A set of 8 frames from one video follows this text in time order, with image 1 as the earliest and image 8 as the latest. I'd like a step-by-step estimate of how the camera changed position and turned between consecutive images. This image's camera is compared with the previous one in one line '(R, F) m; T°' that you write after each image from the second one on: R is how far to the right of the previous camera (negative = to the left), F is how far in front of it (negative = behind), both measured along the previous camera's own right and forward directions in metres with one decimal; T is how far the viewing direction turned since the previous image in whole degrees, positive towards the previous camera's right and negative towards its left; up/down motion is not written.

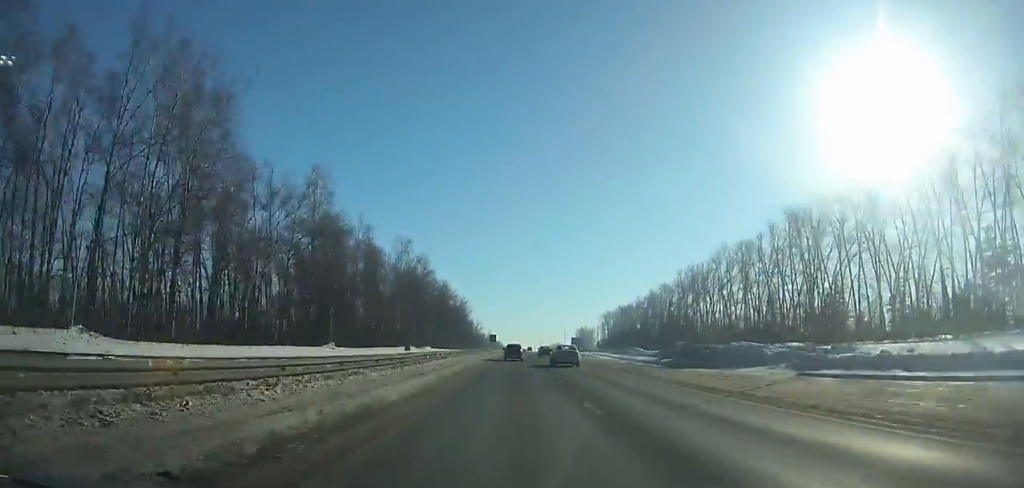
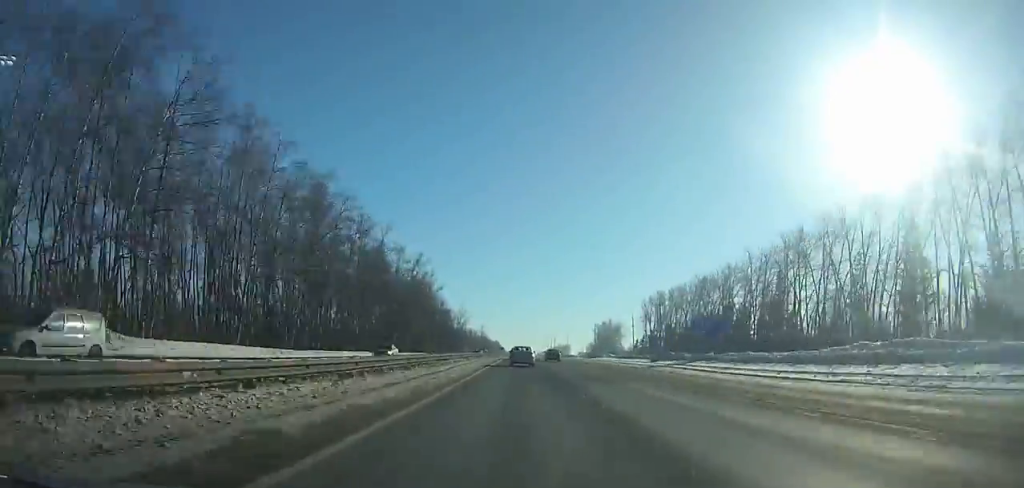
(+0.3, +118.6) m; 0°
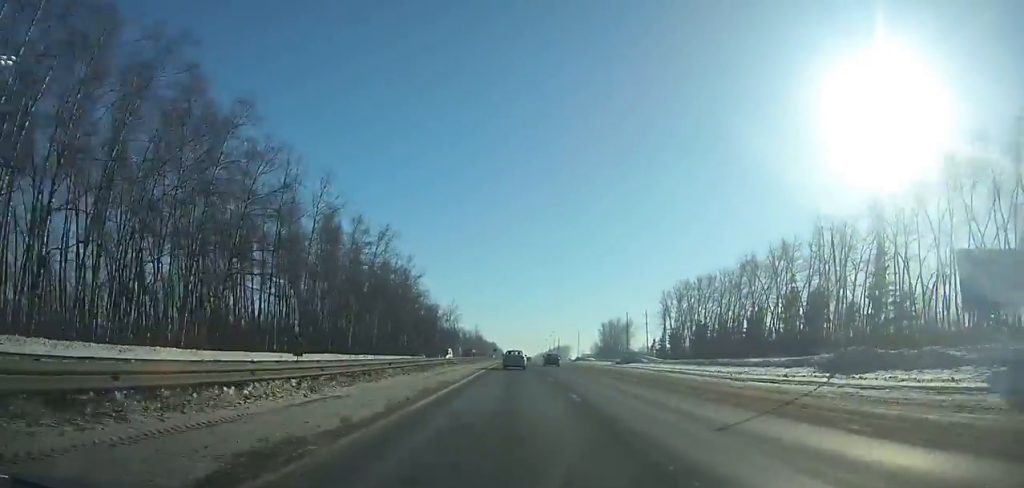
(+0.1, +33.6) m; 0°
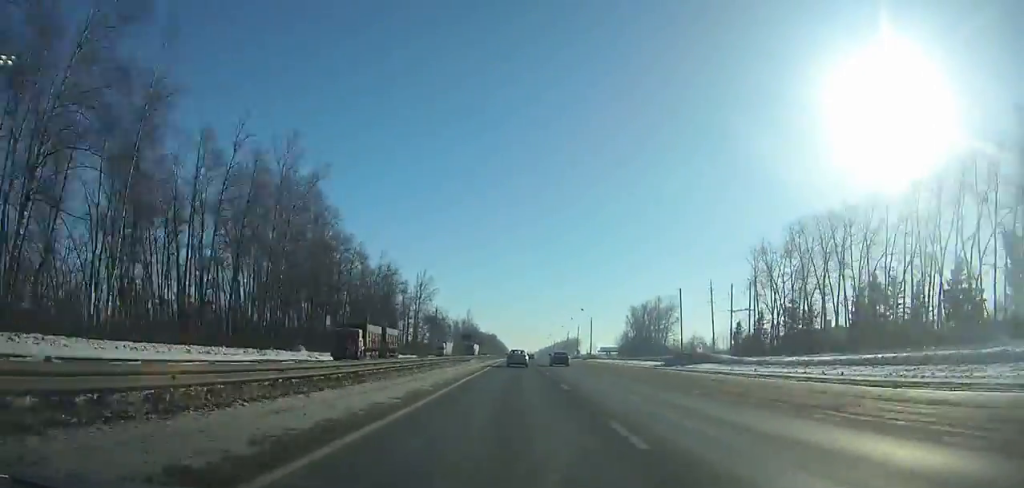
(-0.2, +80.9) m; 0°
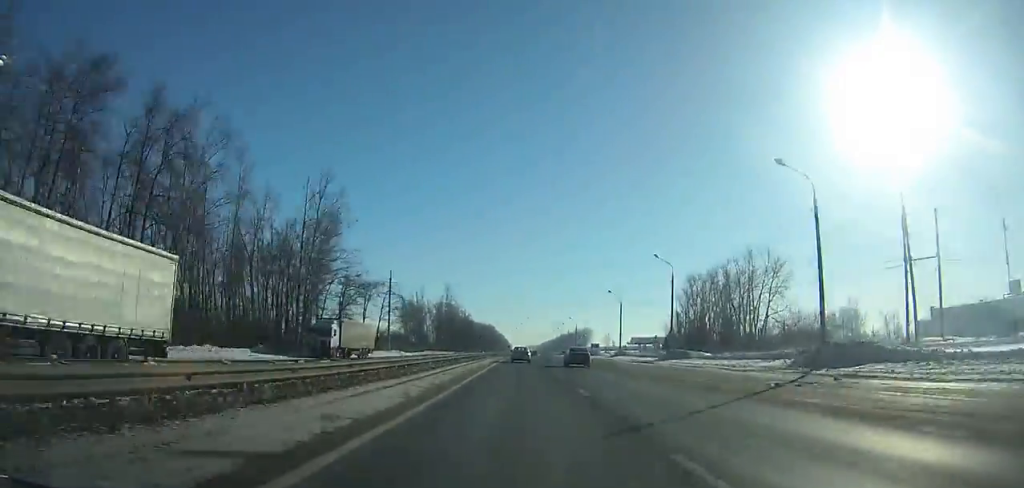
(+0.5, +87.6) m; 0°
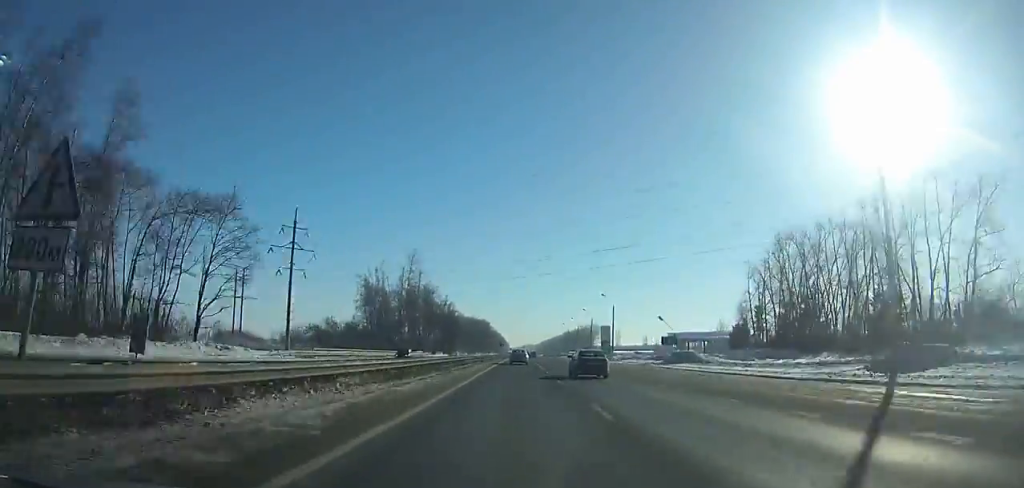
(+0.2, +64.7) m; 0°
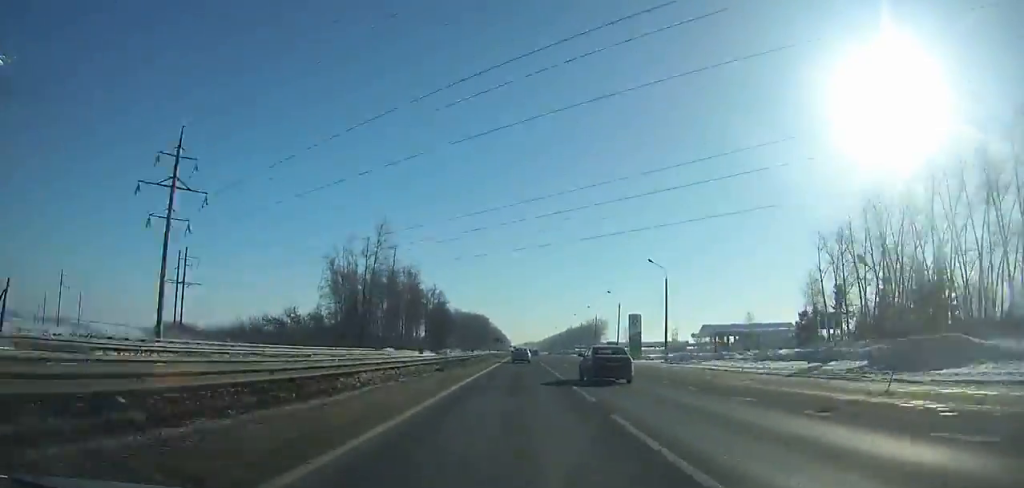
(0.0, +32.7) m; 0°
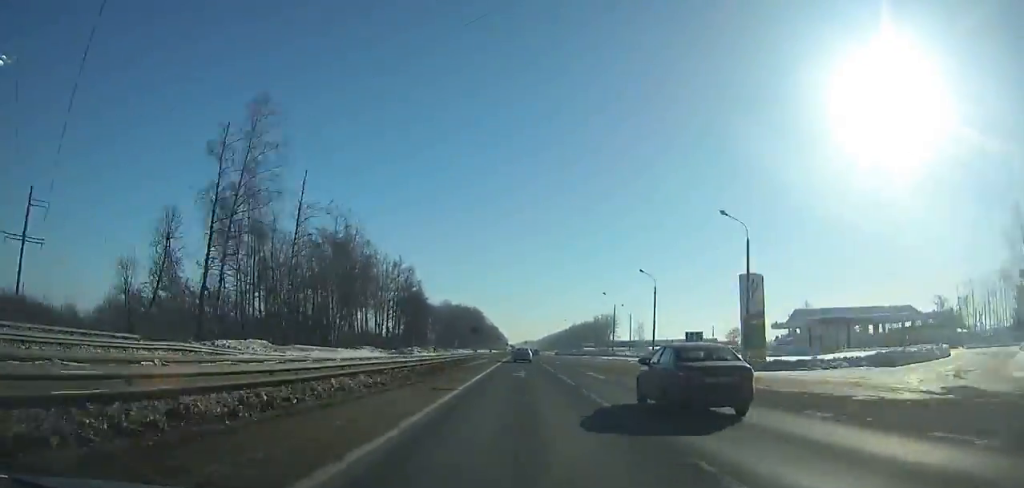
(0.0, +52.0) m; 0°
